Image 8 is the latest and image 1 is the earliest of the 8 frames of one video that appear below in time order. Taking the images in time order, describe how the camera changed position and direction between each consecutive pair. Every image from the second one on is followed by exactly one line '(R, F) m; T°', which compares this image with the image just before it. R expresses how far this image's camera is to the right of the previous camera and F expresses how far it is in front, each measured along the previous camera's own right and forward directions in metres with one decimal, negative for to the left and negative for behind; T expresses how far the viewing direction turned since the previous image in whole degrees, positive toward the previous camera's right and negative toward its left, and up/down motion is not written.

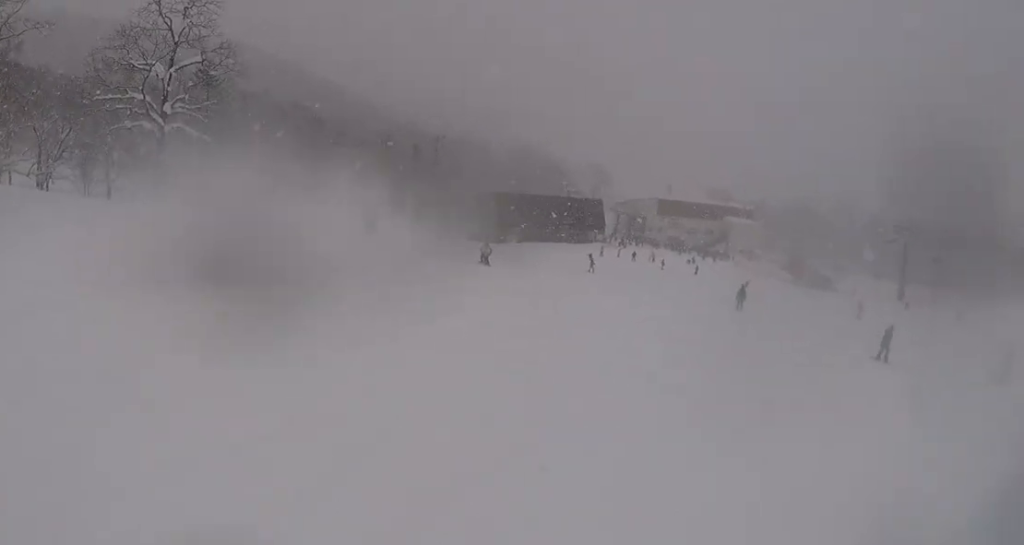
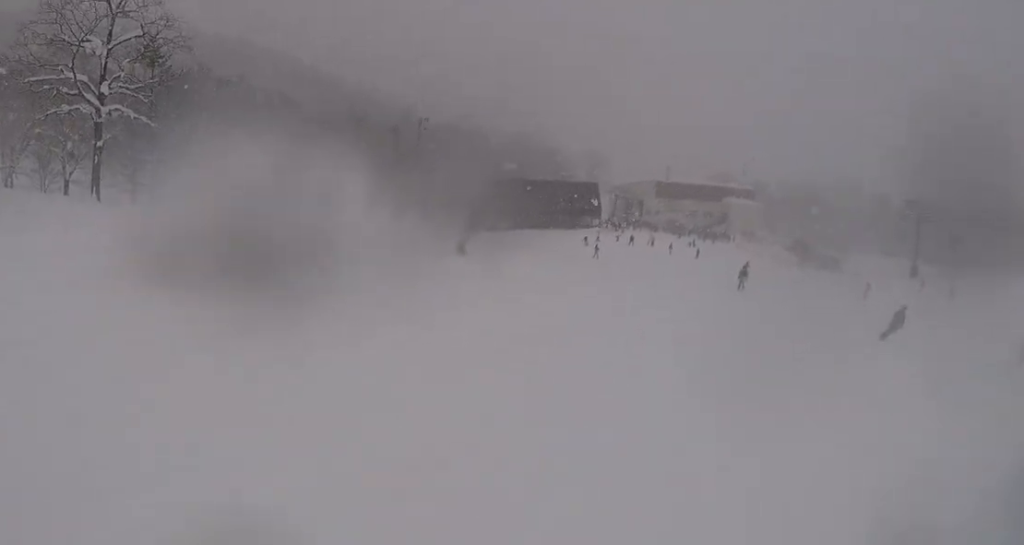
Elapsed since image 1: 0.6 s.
(+0.6, +5.5) m; -2°
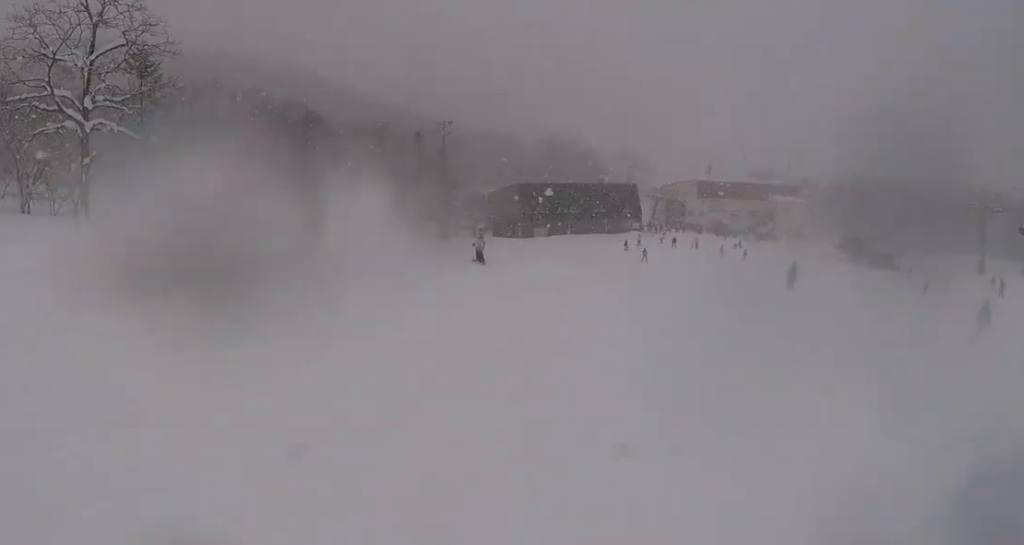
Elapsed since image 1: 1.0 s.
(0.0, +4.1) m; -1°
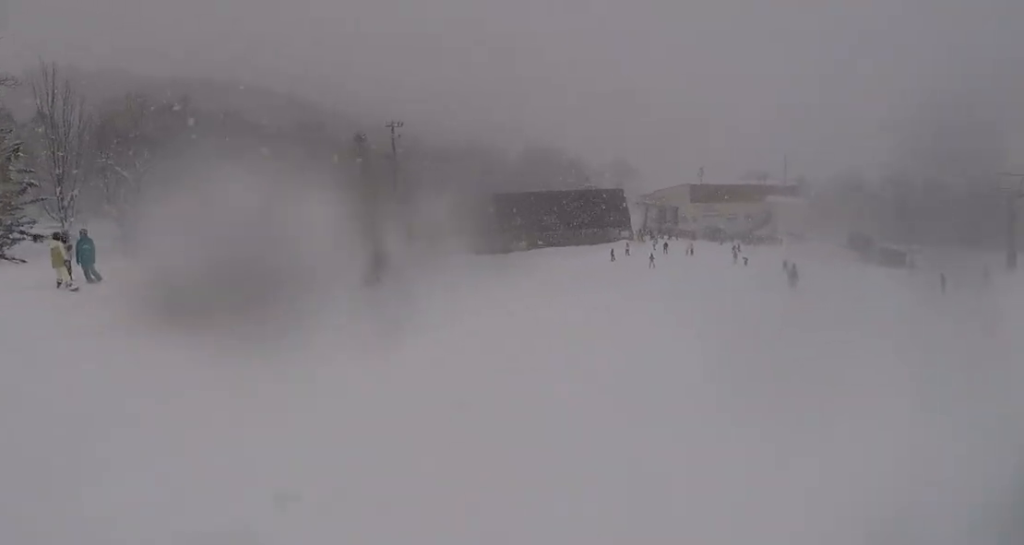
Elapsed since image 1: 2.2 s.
(-0.5, +10.6) m; +4°
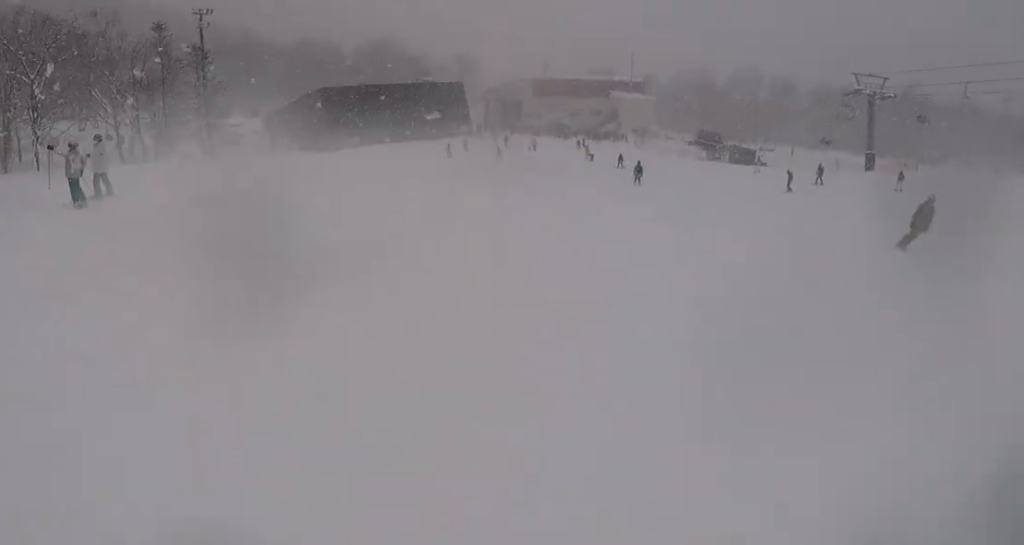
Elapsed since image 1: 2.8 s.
(+0.6, +5.7) m; +6°
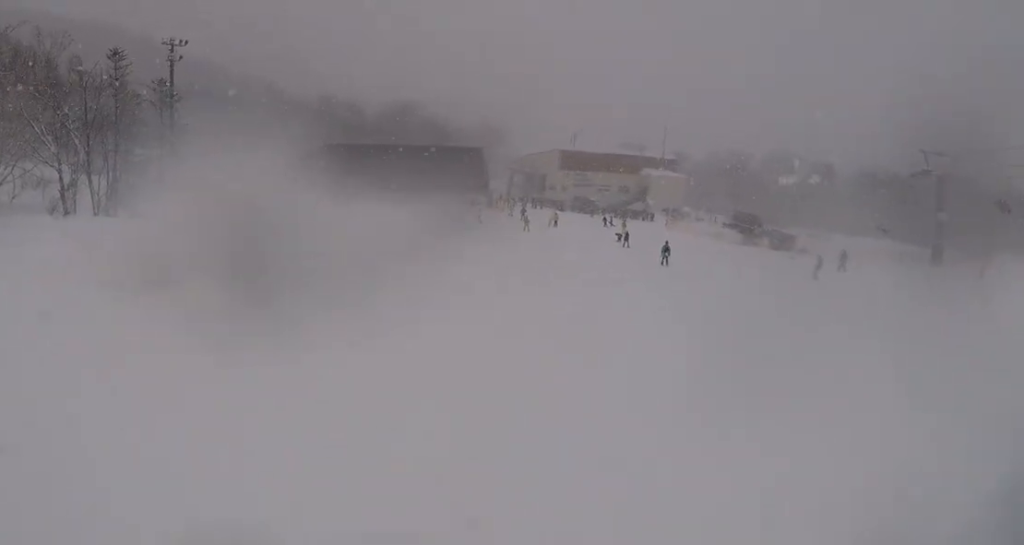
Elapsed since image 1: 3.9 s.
(0.0, +10.2) m; 0°
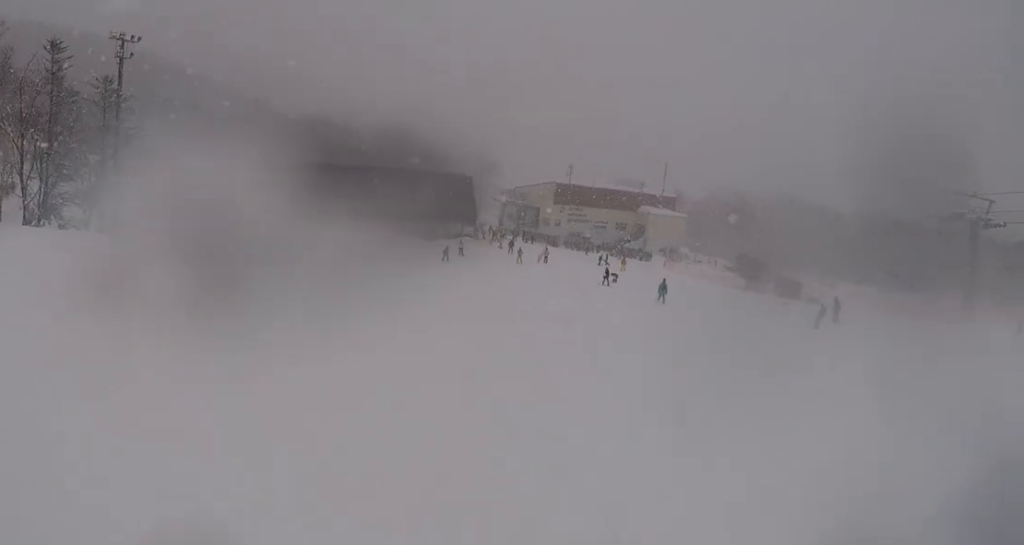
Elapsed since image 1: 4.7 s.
(0.0, +6.8) m; 0°
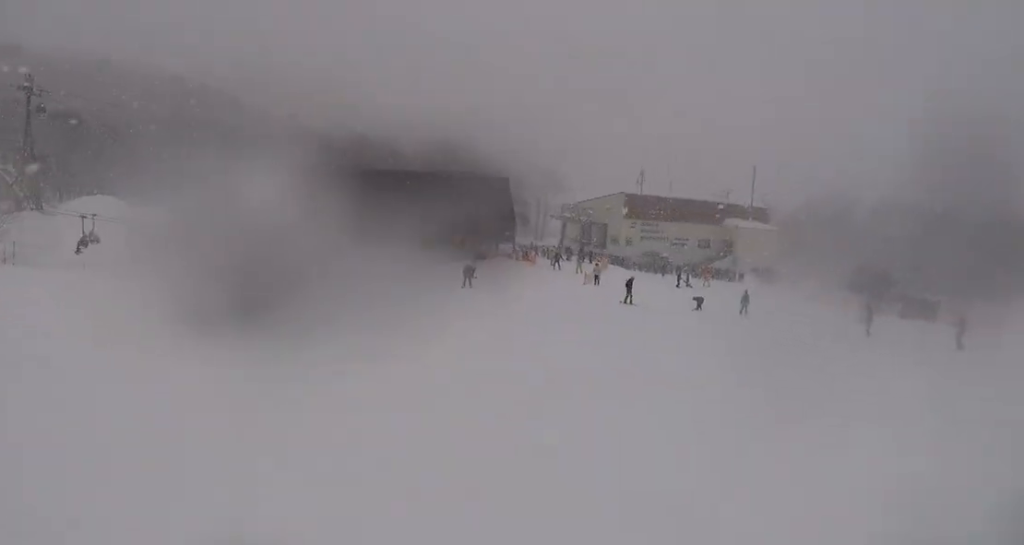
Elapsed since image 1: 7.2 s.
(-0.7, +22.1) m; -2°
